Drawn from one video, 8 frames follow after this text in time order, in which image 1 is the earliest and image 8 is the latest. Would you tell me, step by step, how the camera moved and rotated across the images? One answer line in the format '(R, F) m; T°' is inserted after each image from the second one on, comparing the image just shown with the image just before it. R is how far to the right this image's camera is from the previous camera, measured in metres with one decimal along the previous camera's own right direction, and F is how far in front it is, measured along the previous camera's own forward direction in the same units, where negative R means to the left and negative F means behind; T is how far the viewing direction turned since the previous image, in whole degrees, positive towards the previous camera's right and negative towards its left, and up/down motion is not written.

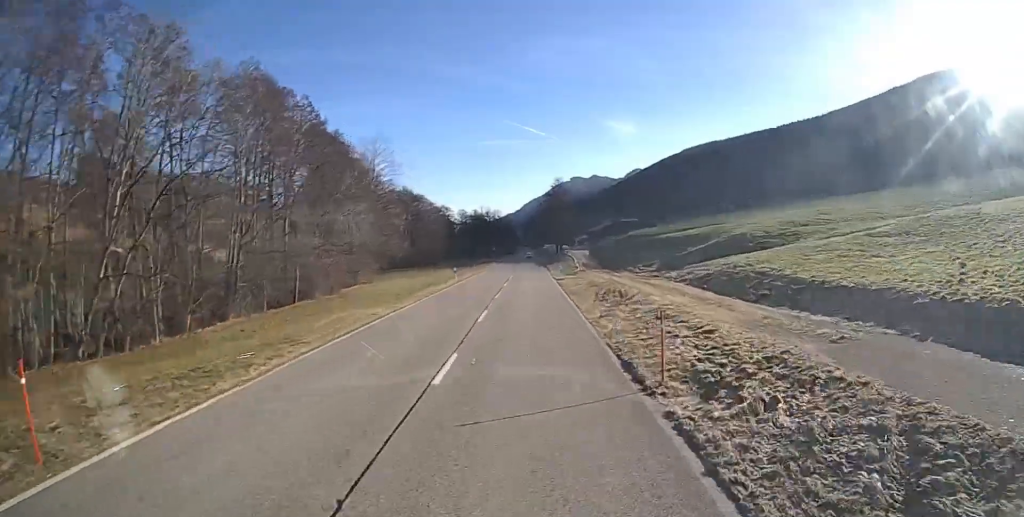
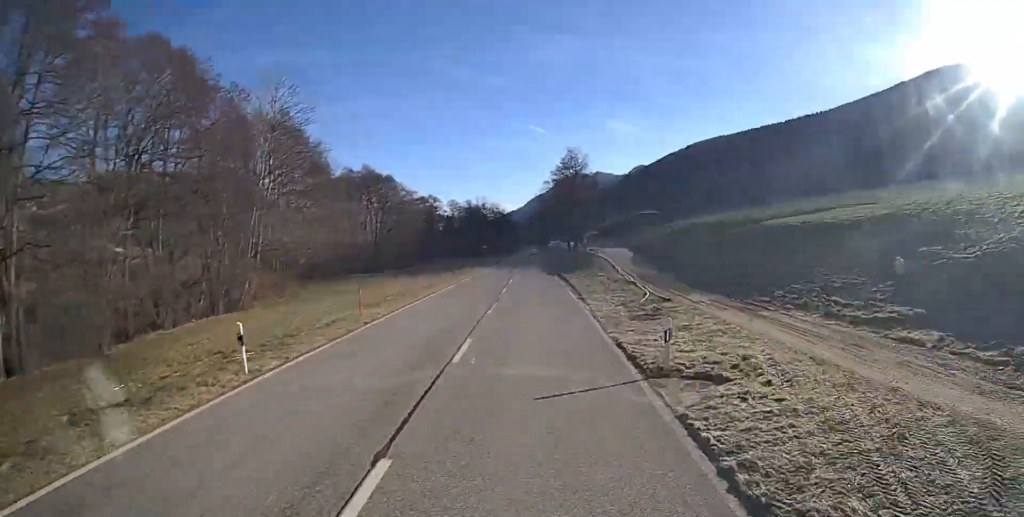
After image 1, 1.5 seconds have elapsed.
(+0.1, +33.4) m; 0°
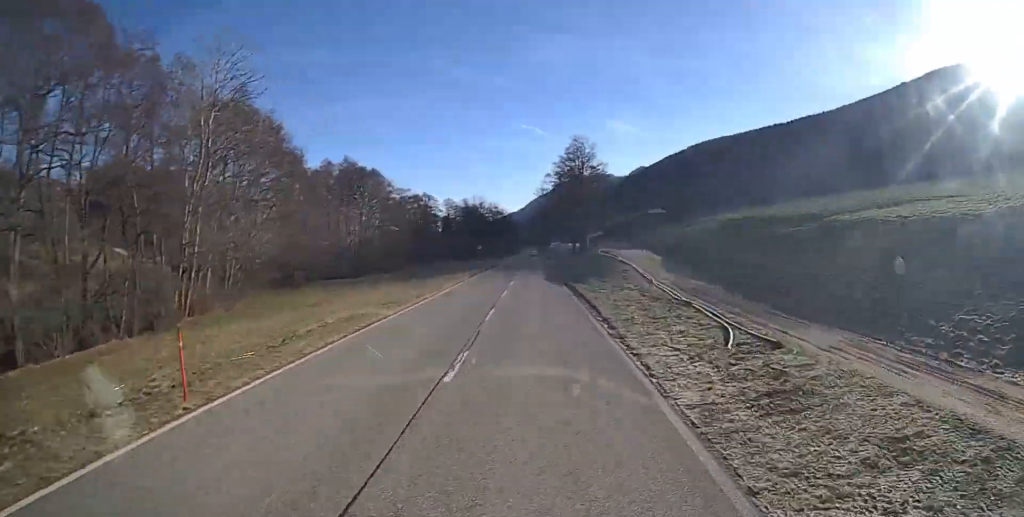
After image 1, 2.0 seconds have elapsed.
(0.0, +10.4) m; 0°
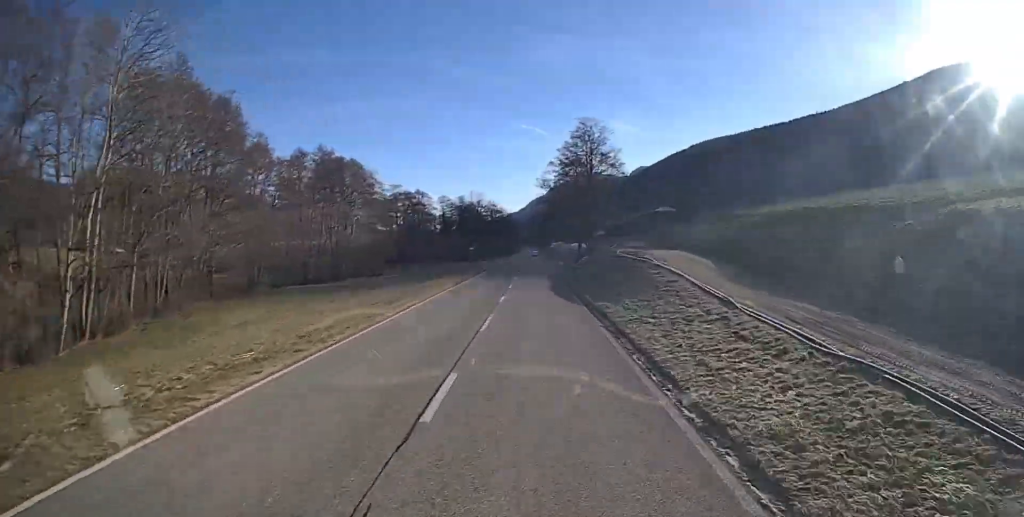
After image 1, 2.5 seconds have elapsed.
(0.0, +11.1) m; 0°
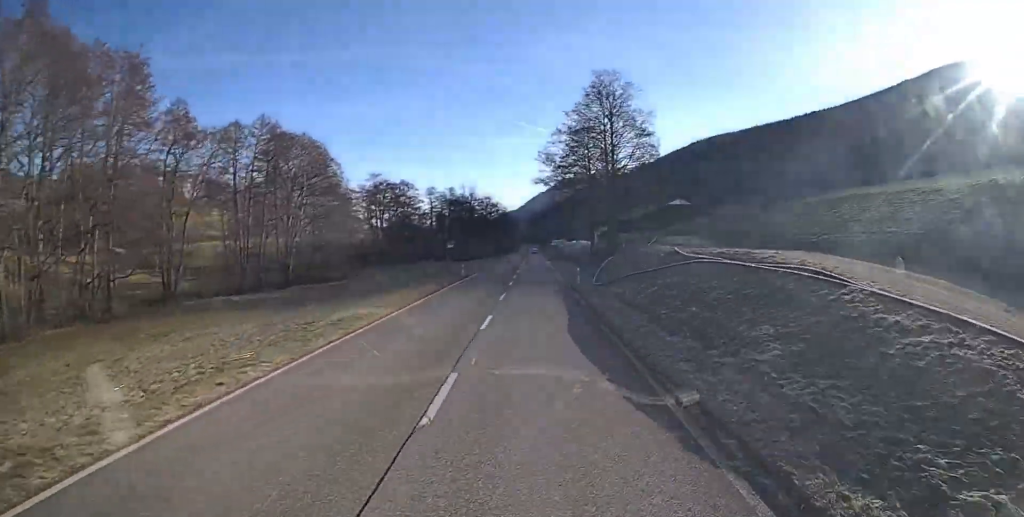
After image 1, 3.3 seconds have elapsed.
(0.0, +17.7) m; 0°
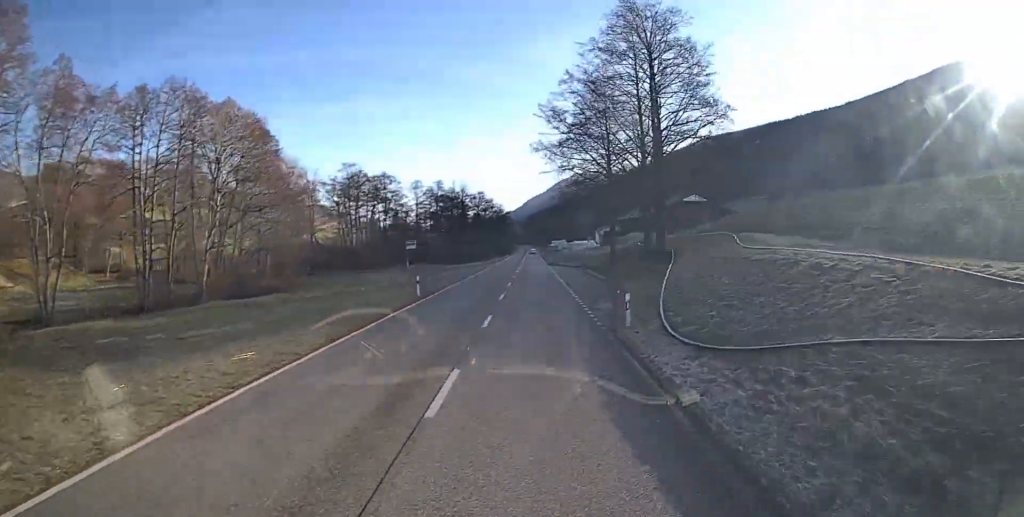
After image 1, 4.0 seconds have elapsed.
(+0.1, +17.2) m; 0°
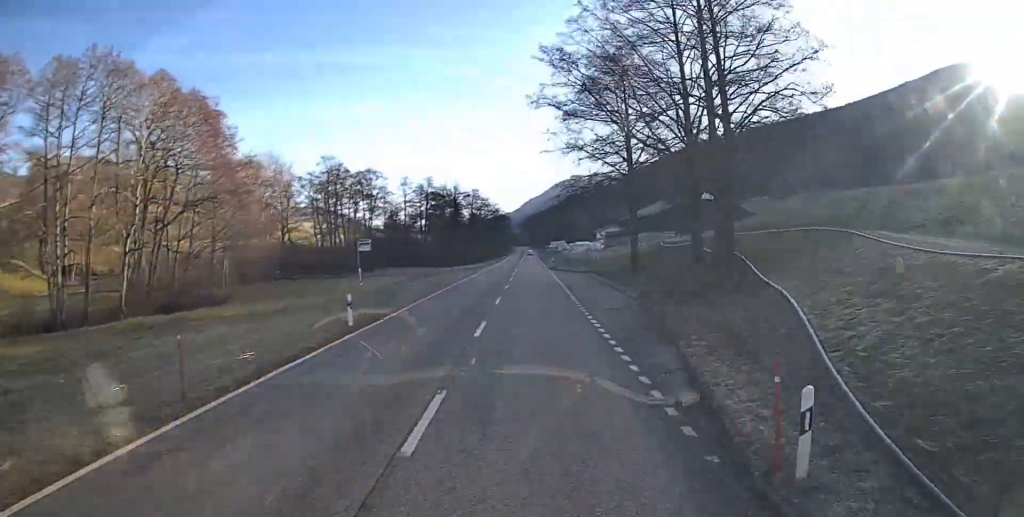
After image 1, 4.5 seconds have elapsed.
(0.0, +10.5) m; 0°
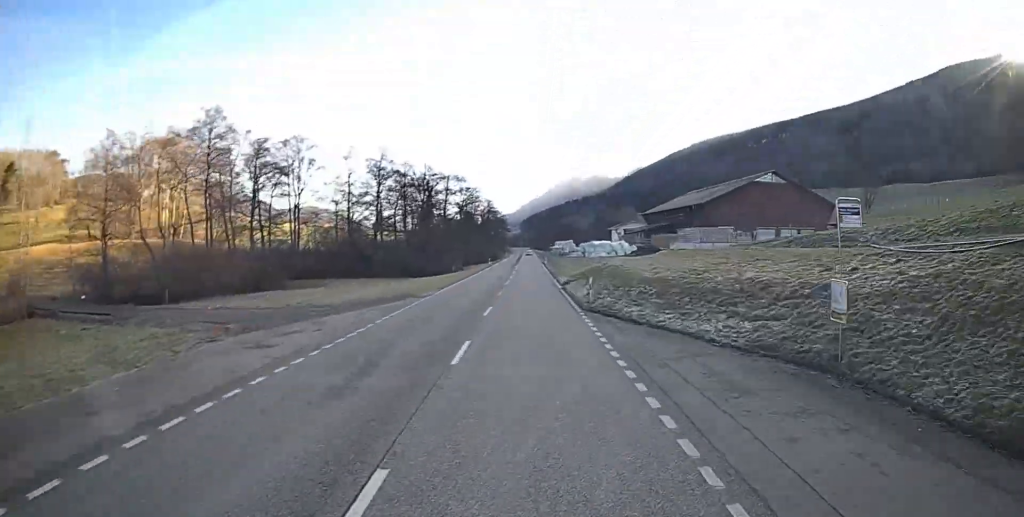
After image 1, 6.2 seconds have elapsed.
(-0.2, +38.9) m; 0°
